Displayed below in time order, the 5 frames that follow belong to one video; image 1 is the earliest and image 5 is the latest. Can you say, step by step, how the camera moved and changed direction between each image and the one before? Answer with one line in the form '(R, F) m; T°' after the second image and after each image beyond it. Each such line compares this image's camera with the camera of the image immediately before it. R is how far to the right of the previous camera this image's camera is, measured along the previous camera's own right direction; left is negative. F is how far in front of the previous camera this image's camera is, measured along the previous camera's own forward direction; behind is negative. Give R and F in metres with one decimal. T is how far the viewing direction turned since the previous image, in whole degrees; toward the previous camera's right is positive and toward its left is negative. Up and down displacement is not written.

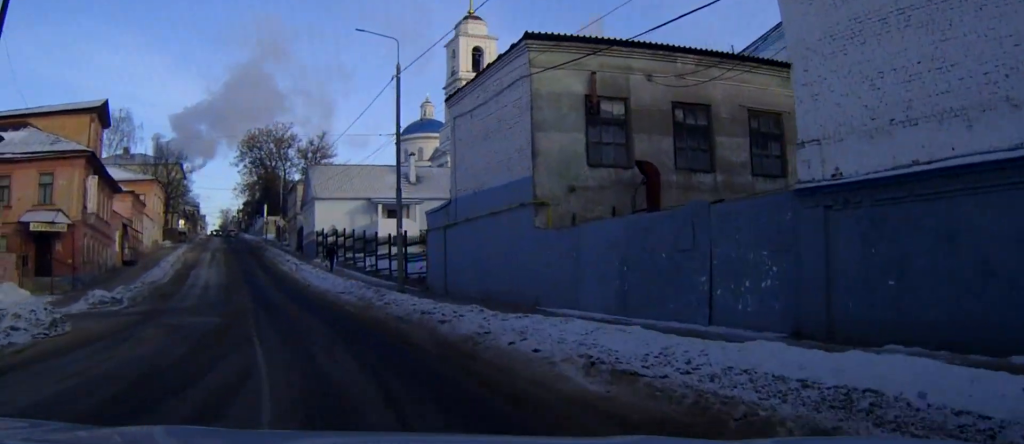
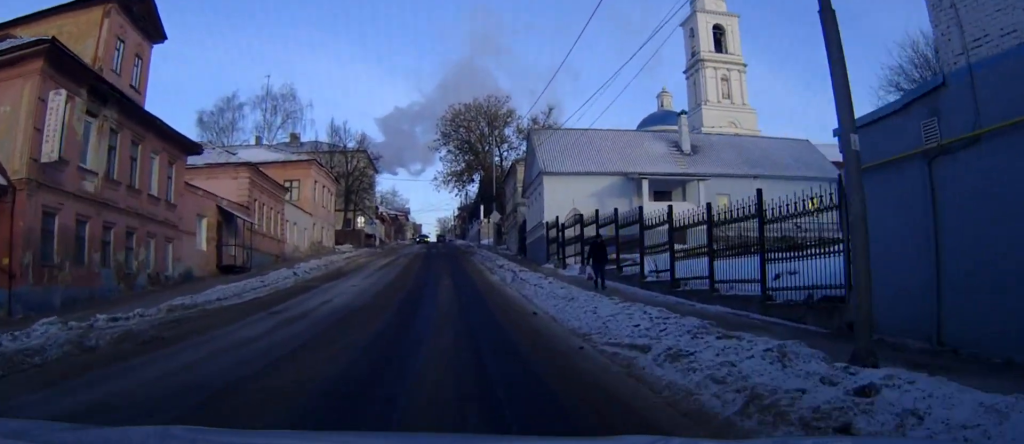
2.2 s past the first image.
(-3.2, +19.5) m; -16°
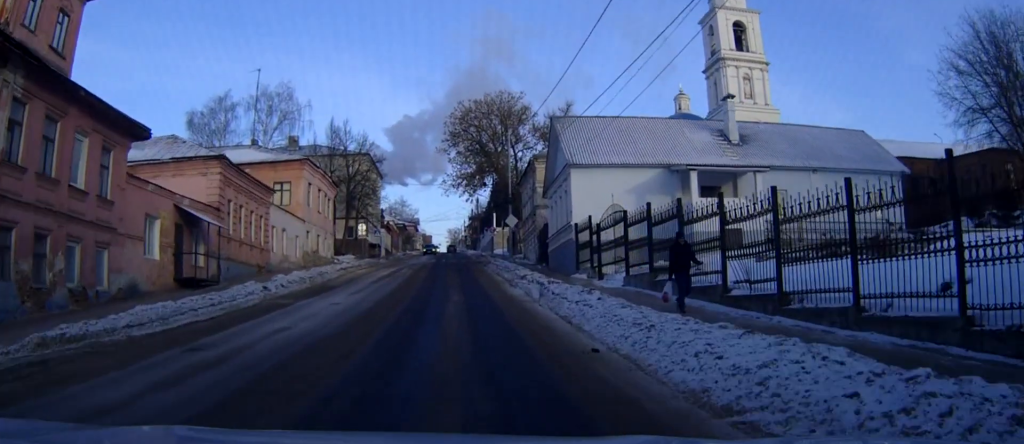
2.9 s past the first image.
(-0.2, +6.3) m; -2°
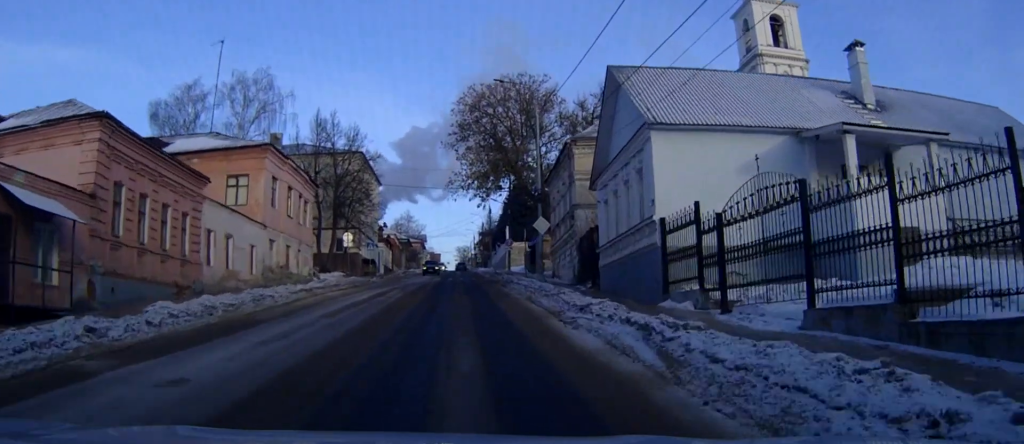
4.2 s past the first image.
(-0.3, +12.8) m; -2°
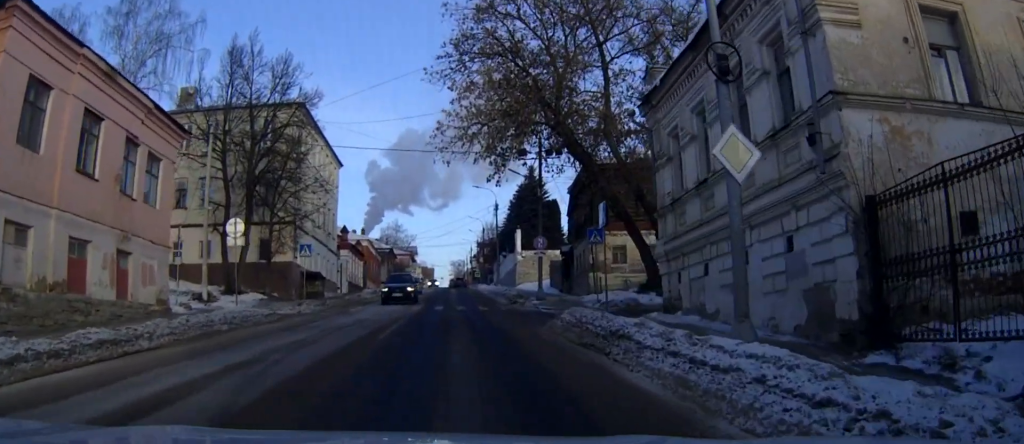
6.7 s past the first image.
(-0.4, +26.8) m; -1°
